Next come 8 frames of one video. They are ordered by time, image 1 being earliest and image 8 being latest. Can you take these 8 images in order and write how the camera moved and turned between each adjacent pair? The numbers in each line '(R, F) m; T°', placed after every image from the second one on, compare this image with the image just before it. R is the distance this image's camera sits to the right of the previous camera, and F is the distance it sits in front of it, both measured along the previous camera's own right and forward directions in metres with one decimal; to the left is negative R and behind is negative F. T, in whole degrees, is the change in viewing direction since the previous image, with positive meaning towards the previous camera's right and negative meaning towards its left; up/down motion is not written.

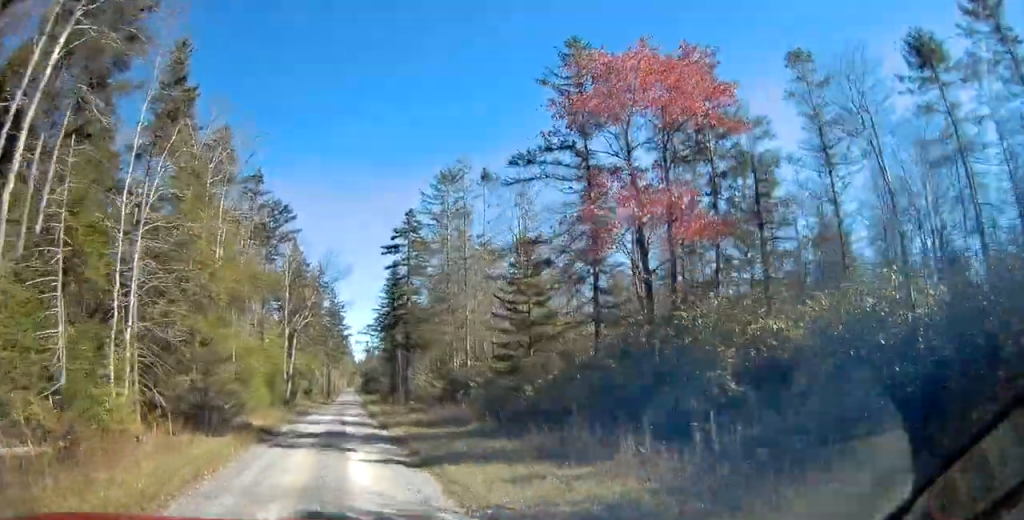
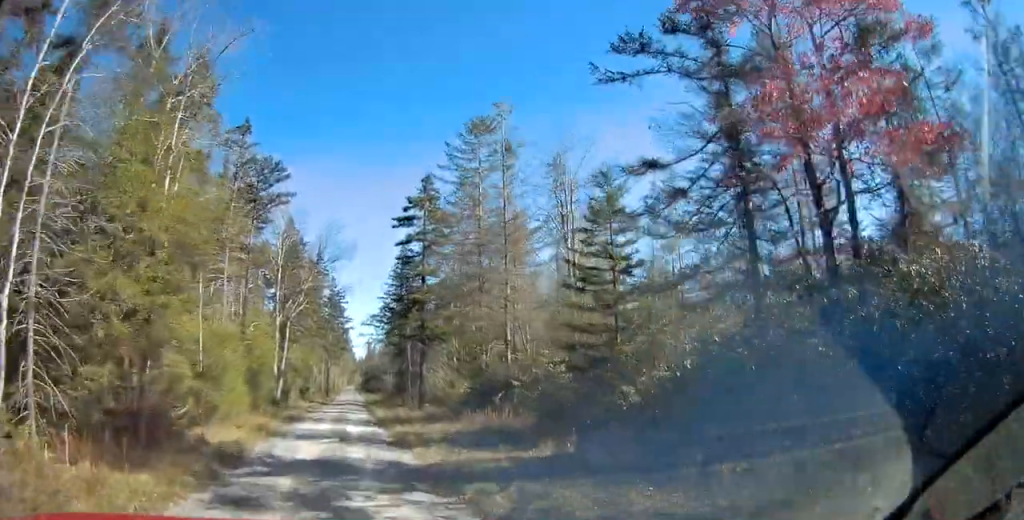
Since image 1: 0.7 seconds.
(+0.1, +7.5) m; 0°
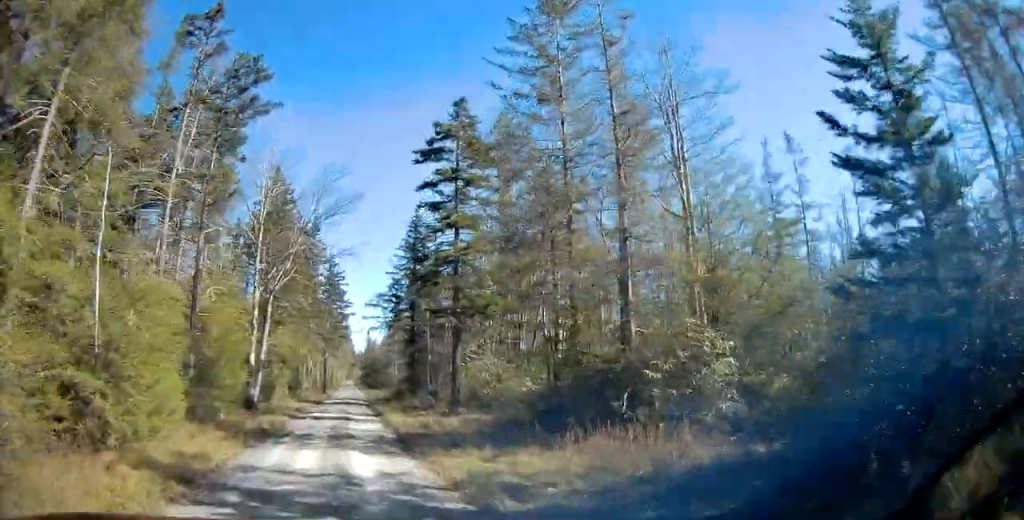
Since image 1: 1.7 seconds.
(0.0, +11.0) m; 0°
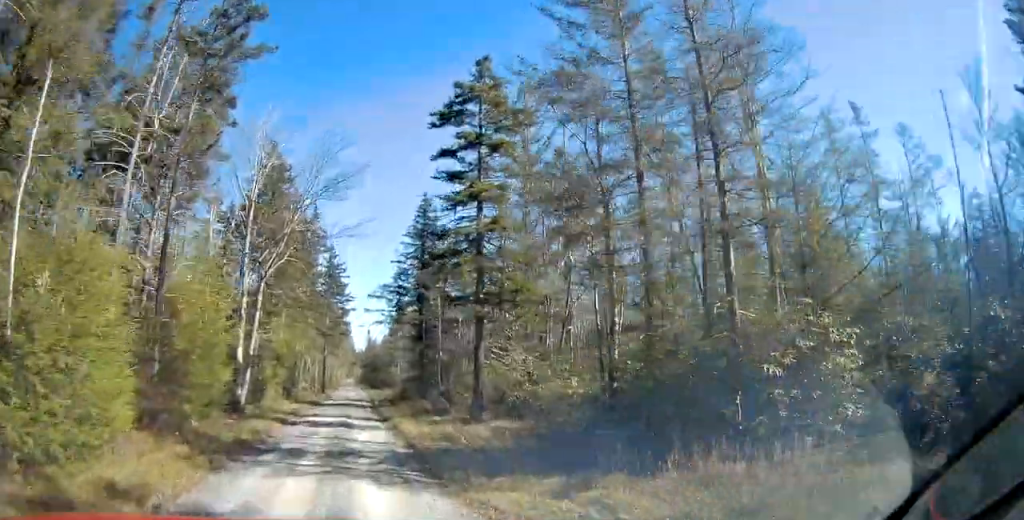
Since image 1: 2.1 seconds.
(-0.1, +4.3) m; 0°
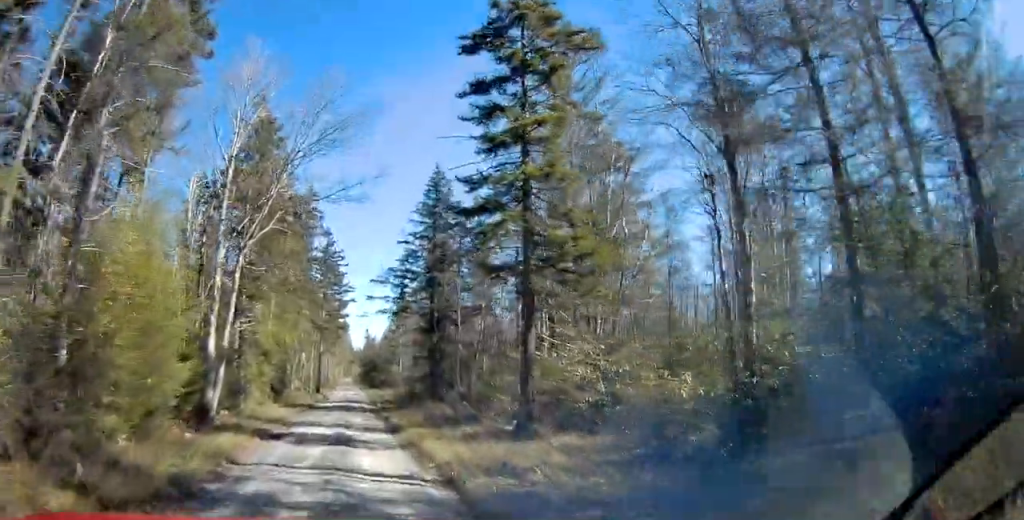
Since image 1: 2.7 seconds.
(+0.1, +6.1) m; +1°
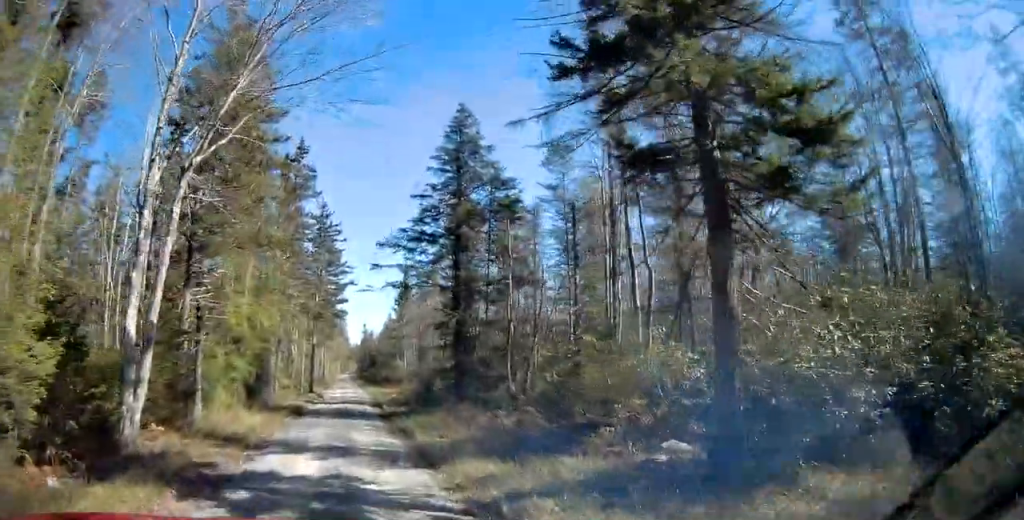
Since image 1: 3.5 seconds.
(+0.1, +8.9) m; +1°
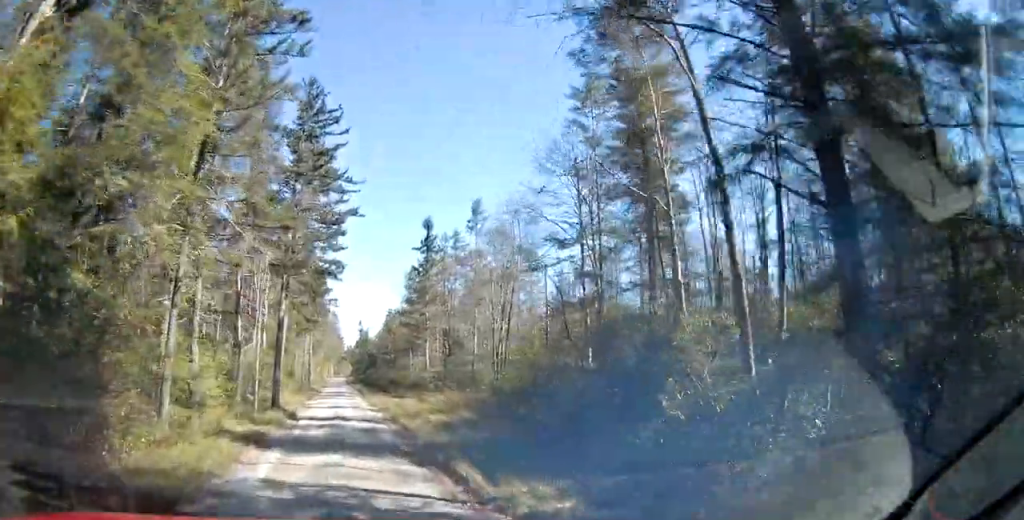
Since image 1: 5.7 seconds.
(-0.3, +22.8) m; -1°
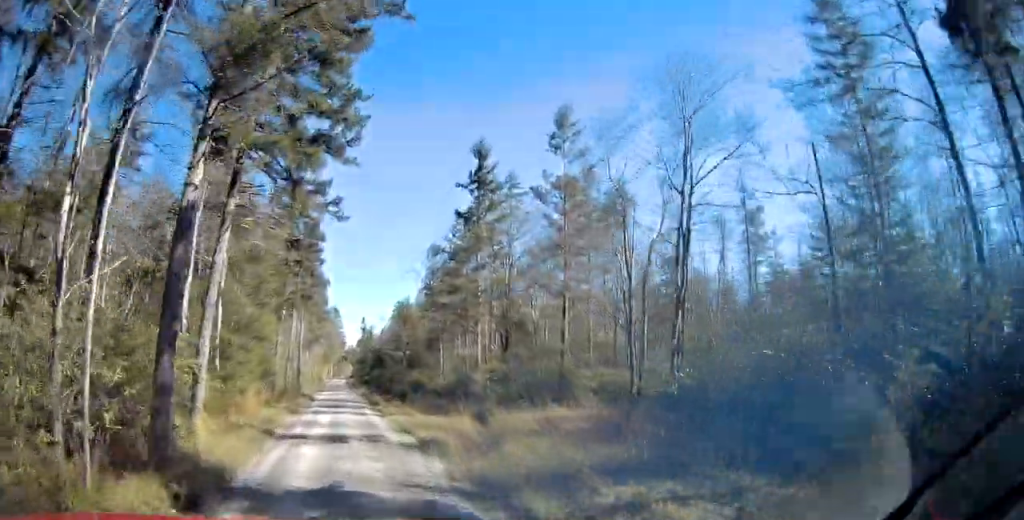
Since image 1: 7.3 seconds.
(-0.1, +17.4) m; -2°
